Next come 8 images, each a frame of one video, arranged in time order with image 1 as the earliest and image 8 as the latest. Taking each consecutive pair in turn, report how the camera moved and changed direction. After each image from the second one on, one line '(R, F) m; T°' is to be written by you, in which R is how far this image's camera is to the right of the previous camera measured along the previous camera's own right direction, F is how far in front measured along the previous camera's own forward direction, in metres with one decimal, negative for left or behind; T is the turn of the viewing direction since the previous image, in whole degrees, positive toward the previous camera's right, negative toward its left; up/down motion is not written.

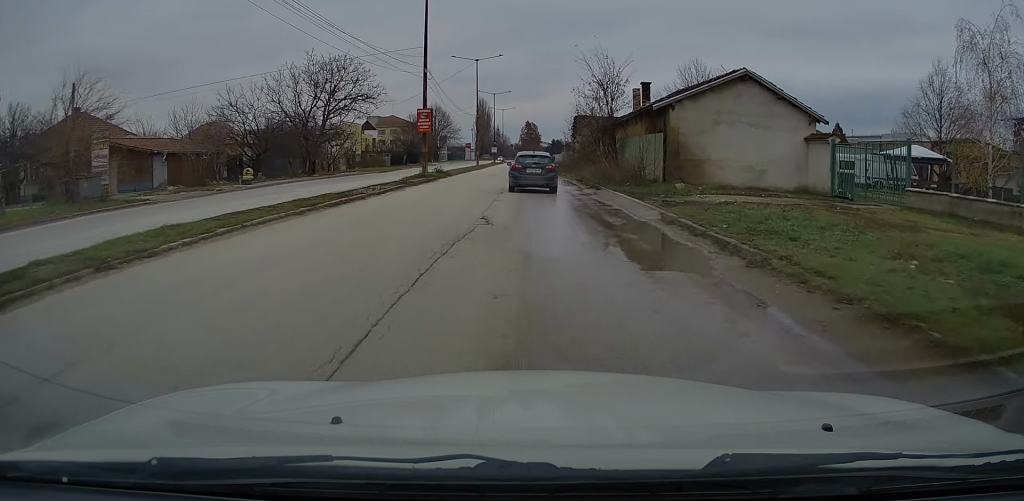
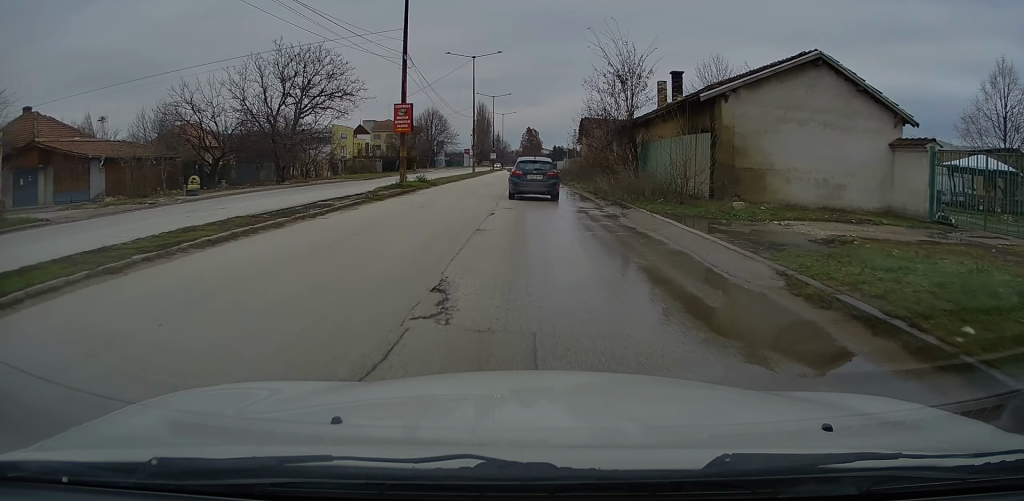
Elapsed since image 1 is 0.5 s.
(+0.1, +6.6) m; -1°
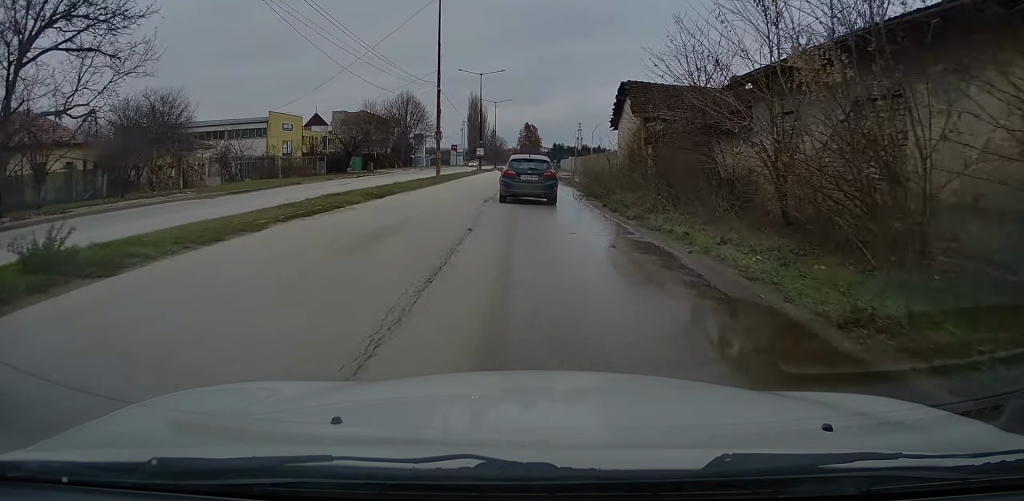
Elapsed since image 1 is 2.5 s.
(-0.2, +26.3) m; +1°
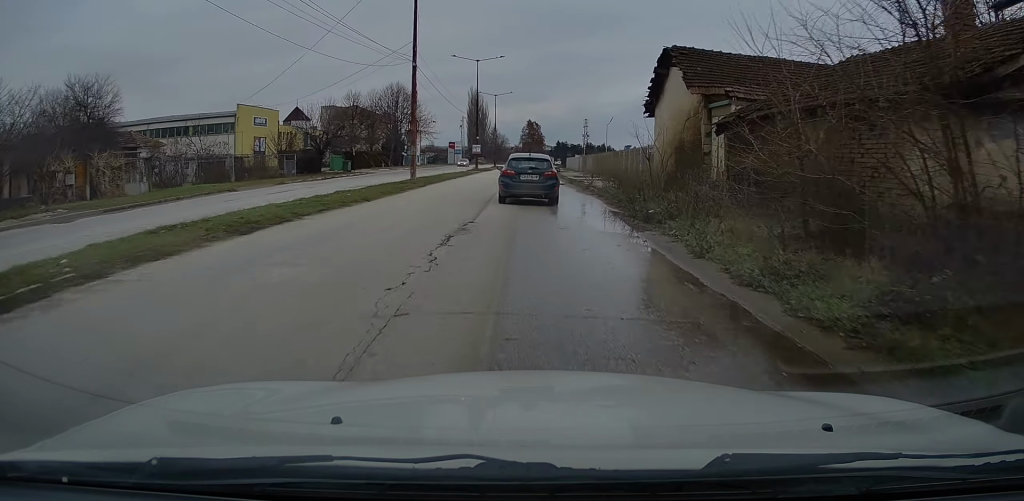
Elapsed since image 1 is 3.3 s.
(0.0, +10.2) m; -1°
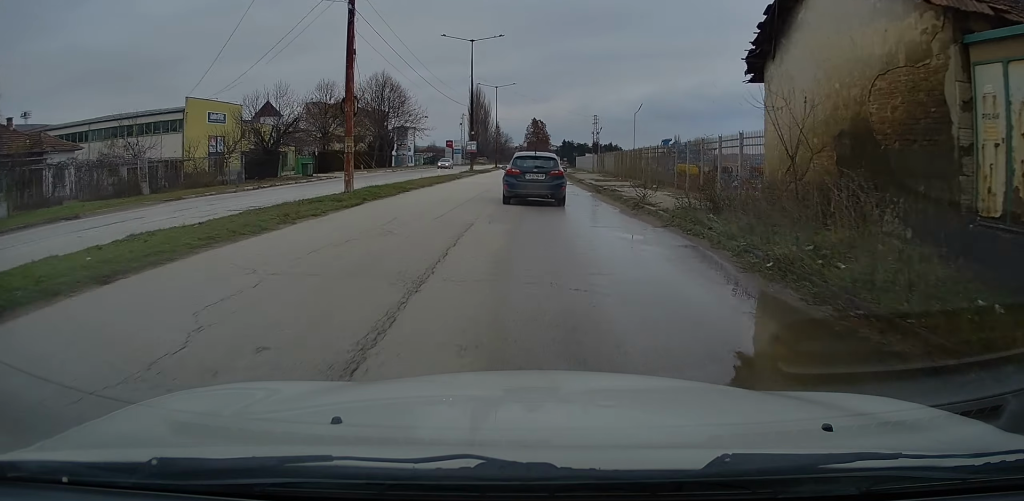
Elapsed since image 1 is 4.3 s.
(-0.3, +12.6) m; -1°
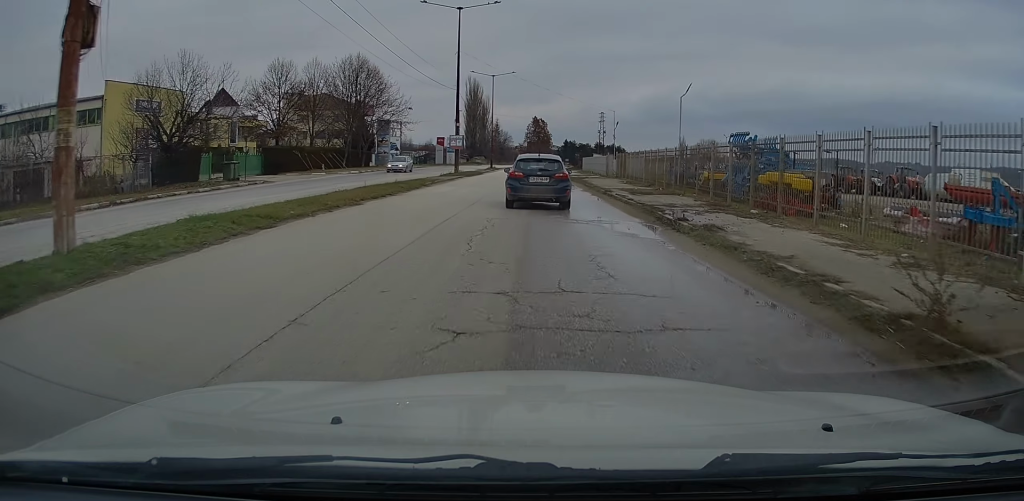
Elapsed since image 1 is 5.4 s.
(+0.2, +13.2) m; +1°
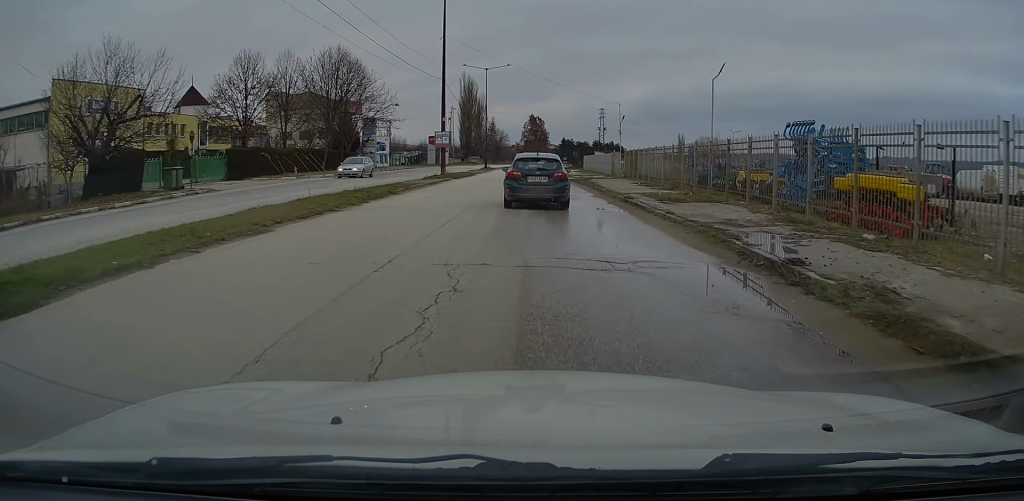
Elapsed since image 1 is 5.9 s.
(0.0, +6.1) m; 0°
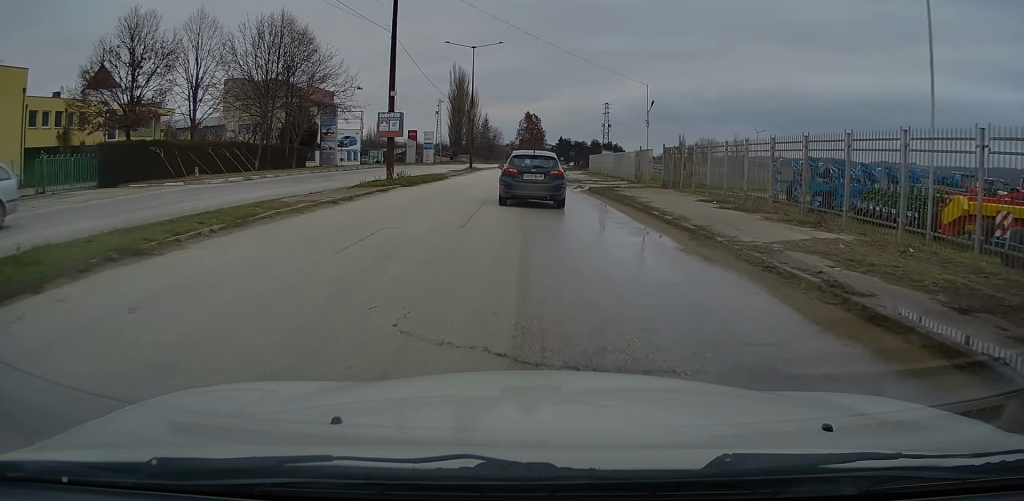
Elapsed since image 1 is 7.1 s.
(0.0, +14.8) m; 0°
